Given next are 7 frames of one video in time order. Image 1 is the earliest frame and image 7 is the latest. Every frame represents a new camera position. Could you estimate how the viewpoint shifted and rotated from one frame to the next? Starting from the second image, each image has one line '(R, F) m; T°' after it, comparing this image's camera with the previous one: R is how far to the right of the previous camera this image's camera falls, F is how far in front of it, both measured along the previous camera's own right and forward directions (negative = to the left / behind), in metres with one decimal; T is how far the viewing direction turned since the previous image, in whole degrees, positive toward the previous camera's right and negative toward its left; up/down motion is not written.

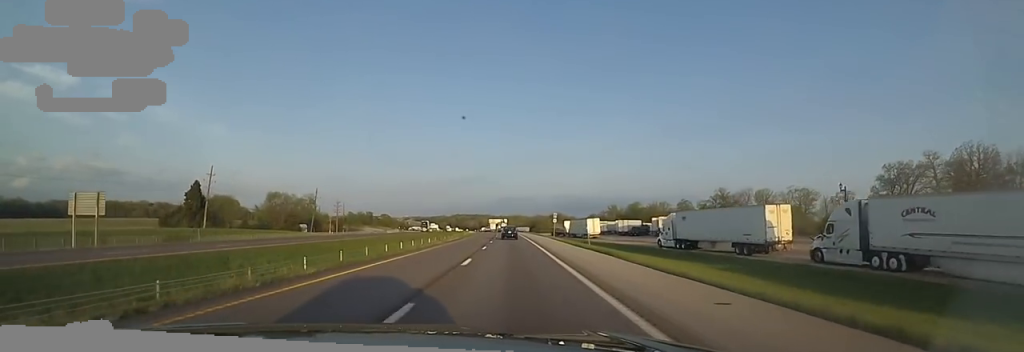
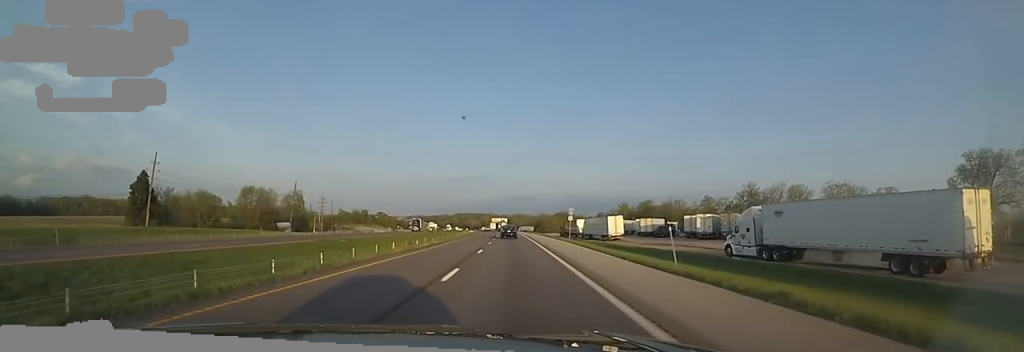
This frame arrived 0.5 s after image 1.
(-0.6, +17.2) m; -1°
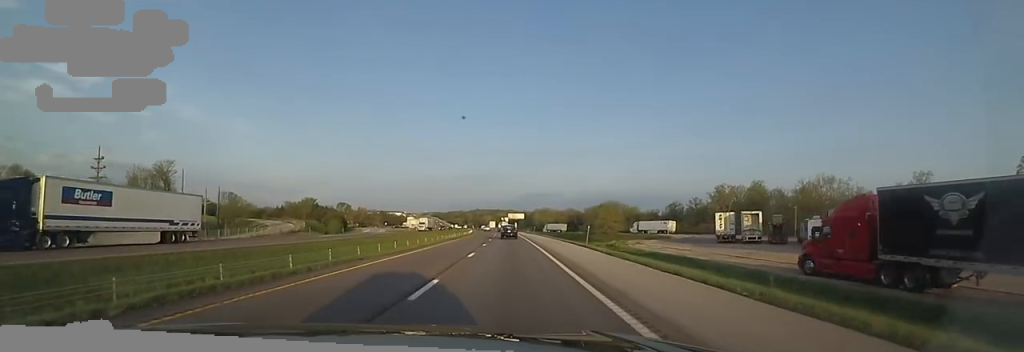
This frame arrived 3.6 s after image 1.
(-3.5, +102.6) m; -5°
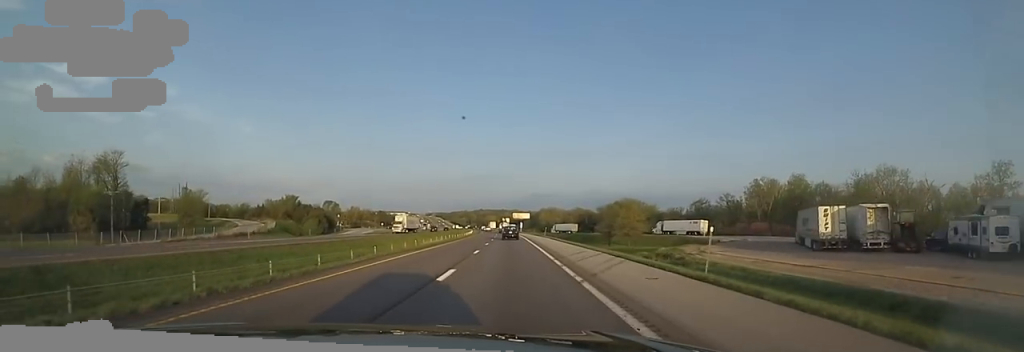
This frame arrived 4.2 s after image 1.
(-0.3, +21.7) m; 0°
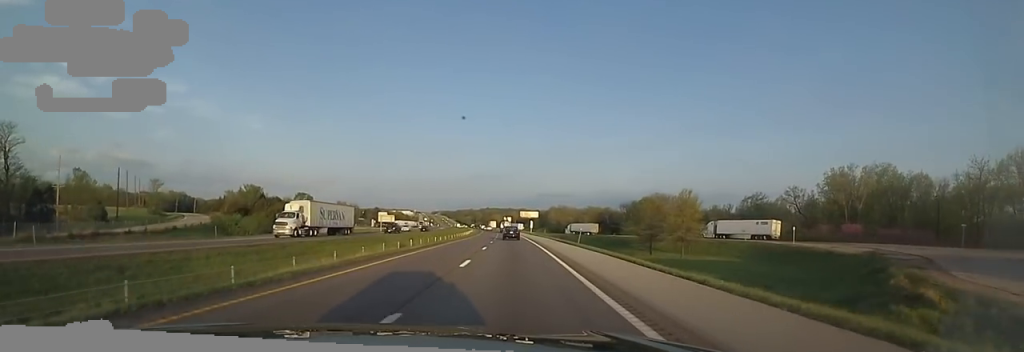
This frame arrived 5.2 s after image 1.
(+0.4, +32.6) m; +1°
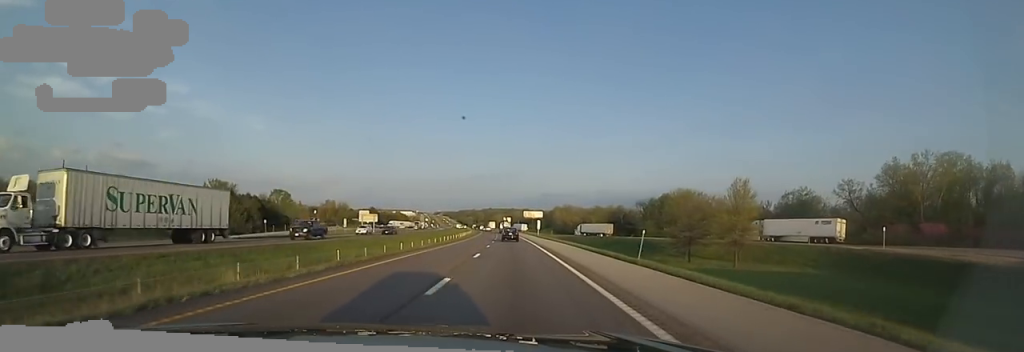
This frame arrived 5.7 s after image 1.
(+0.7, +18.9) m; 0°
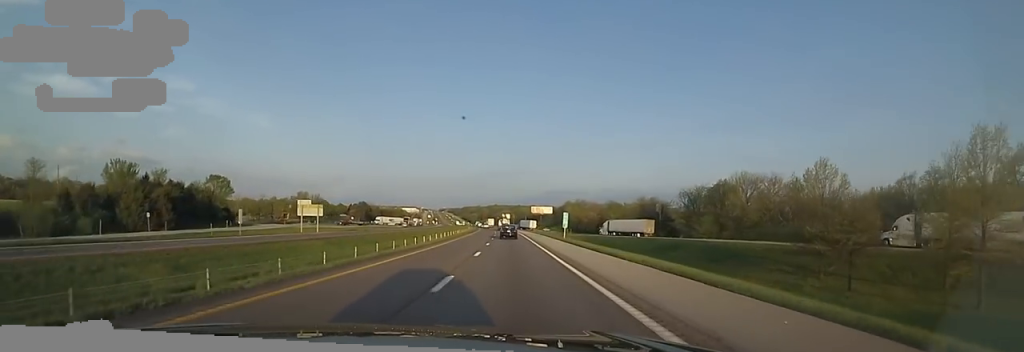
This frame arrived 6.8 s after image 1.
(-1.2, +36.1) m; -3°
